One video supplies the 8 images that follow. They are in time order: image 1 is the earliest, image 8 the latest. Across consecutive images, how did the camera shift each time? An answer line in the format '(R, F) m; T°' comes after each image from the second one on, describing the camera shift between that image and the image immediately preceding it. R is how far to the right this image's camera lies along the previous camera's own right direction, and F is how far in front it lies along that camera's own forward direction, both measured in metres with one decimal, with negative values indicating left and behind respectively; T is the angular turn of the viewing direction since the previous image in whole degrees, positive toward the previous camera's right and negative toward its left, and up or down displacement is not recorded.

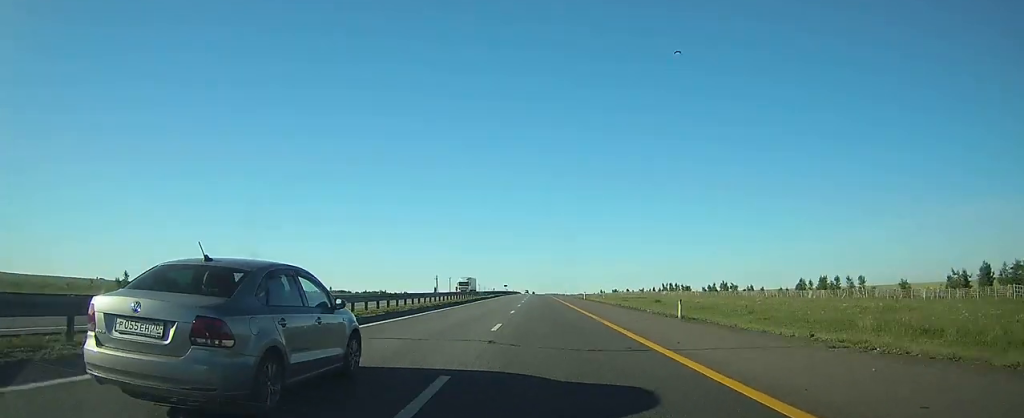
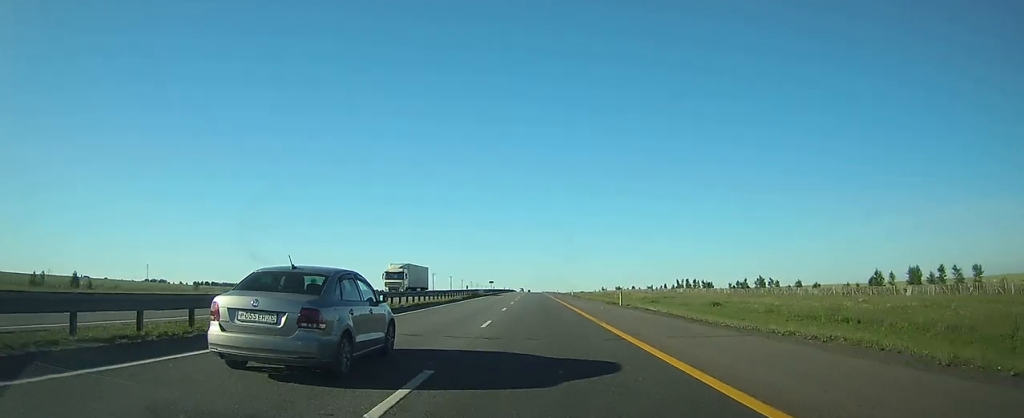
(-0.1, +35.8) m; 0°
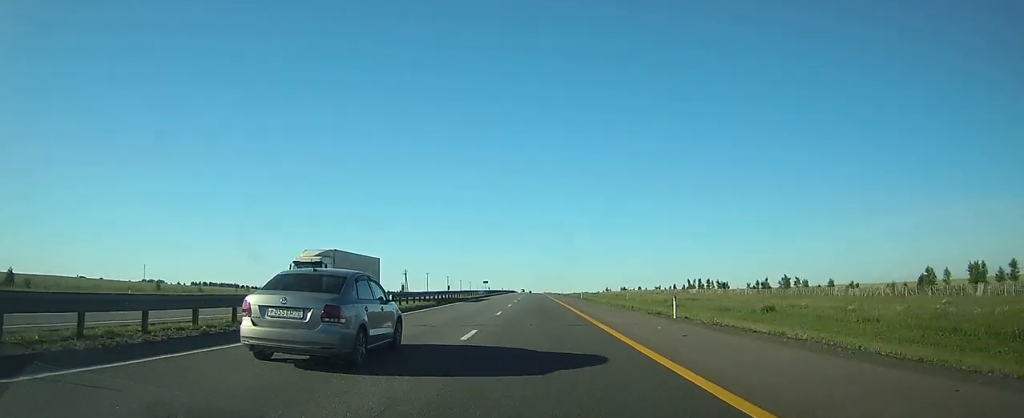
(0.0, +15.8) m; 0°
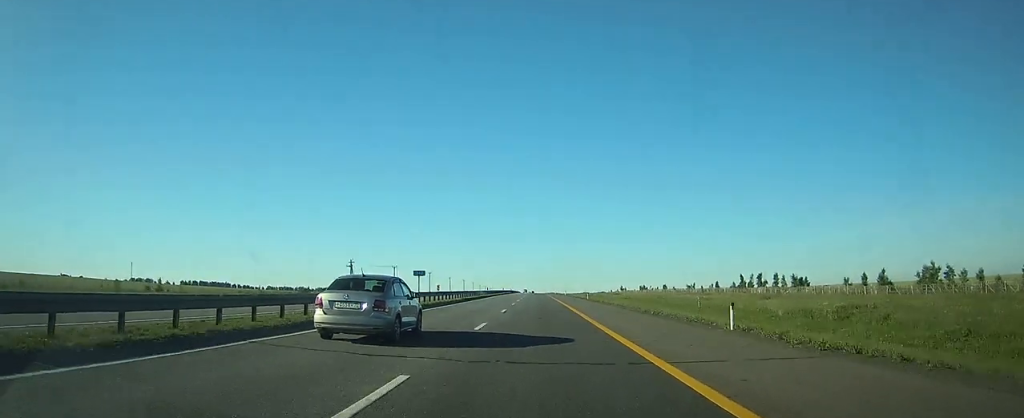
(0.0, +56.8) m; 0°
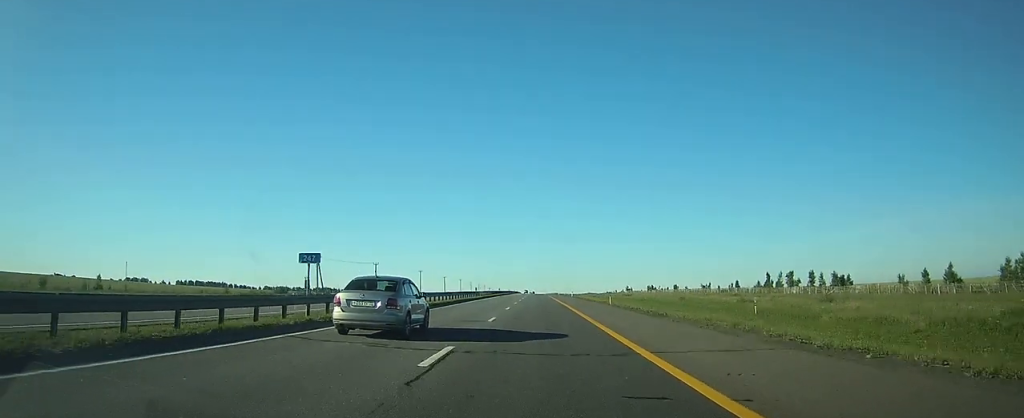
(0.0, +20.0) m; 0°
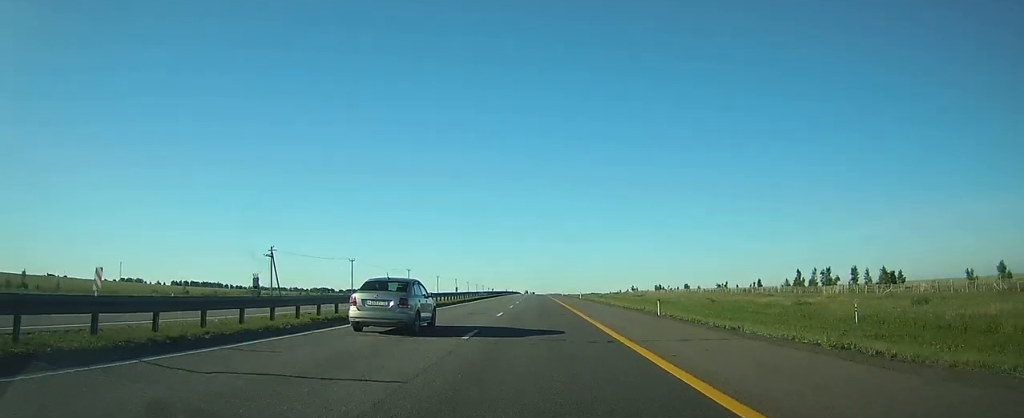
(0.0, +18.9) m; 0°
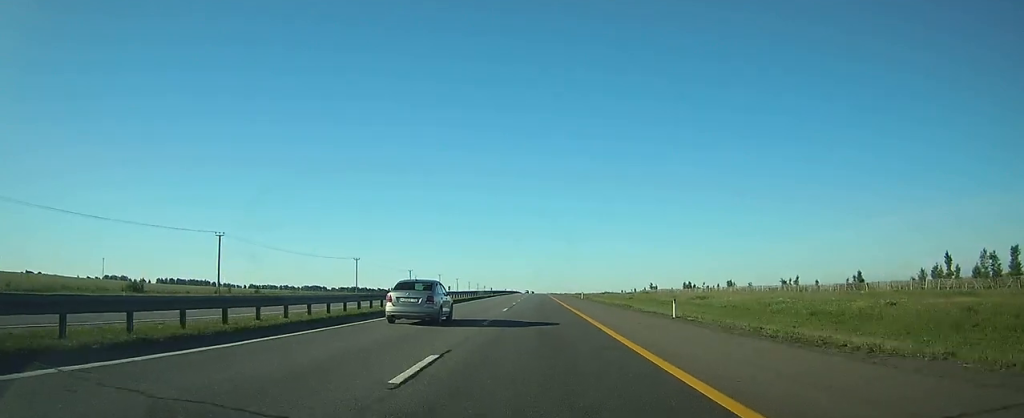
(0.0, +54.8) m; 0°
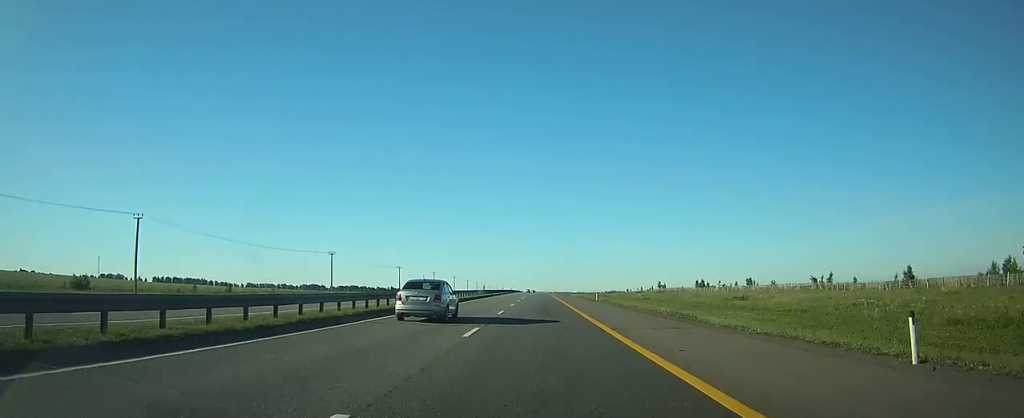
(0.0, +16.9) m; 0°
